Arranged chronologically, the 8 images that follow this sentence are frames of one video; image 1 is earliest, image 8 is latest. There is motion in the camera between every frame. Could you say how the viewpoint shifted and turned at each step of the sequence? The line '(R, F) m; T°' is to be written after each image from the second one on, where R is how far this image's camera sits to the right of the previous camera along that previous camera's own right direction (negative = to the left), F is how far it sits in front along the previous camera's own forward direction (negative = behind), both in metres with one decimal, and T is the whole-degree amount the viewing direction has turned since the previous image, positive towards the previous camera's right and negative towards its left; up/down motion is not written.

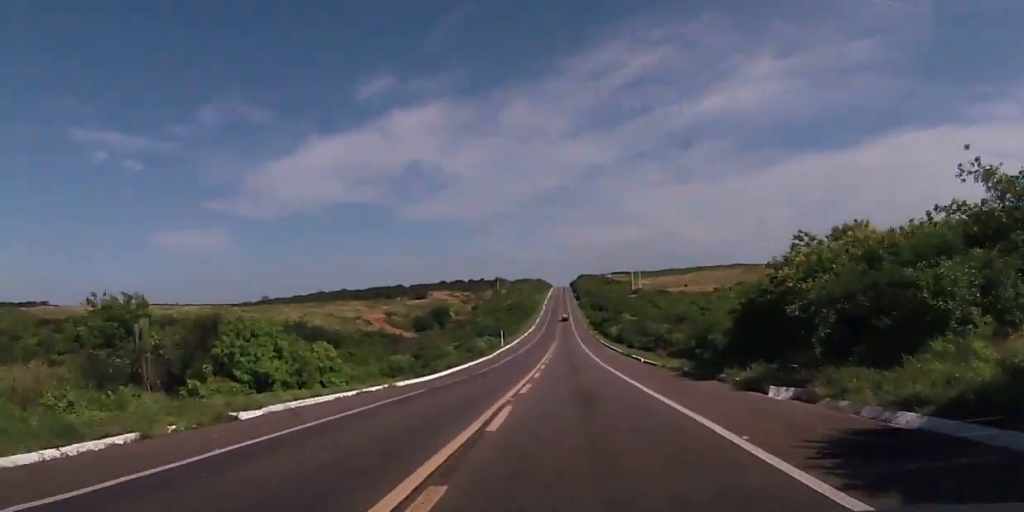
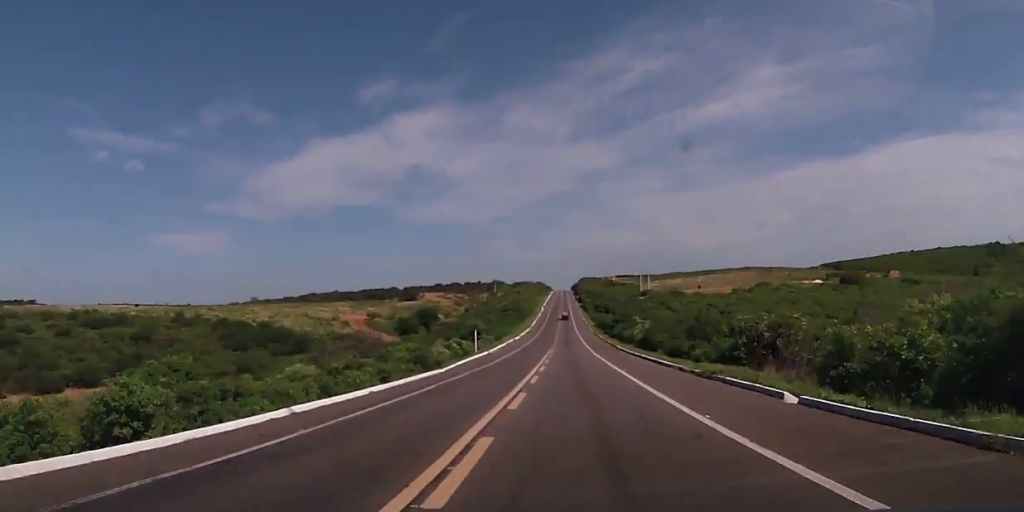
(+0.1, +29.1) m; 0°
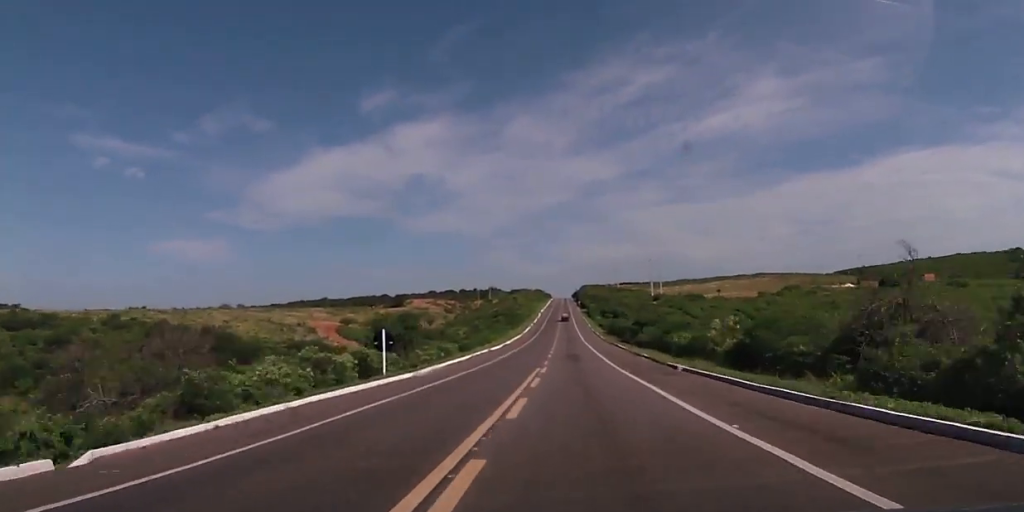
(+0.1, +34.6) m; 0°
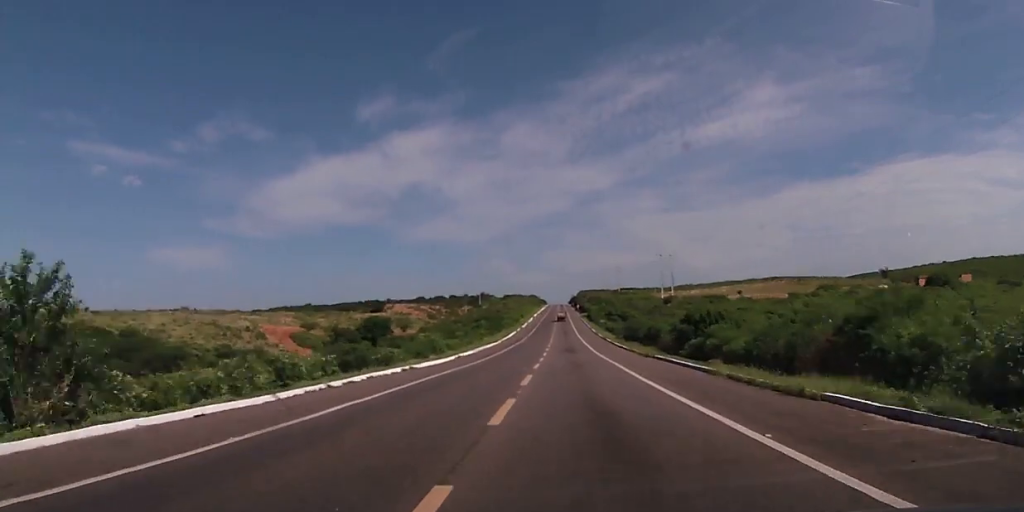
(-0.4, +34.6) m; 0°
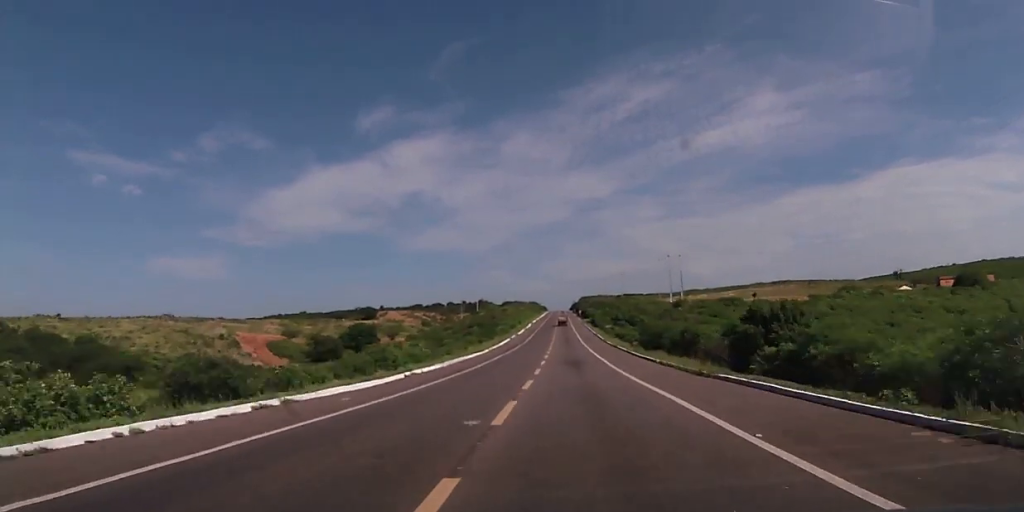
(-0.1, +16.1) m; 0°
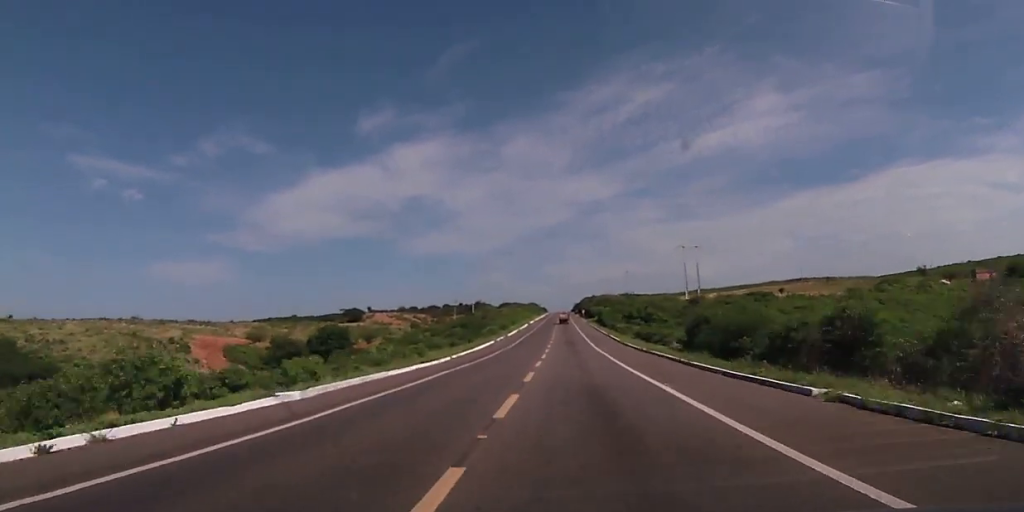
(+0.4, +24.5) m; +1°
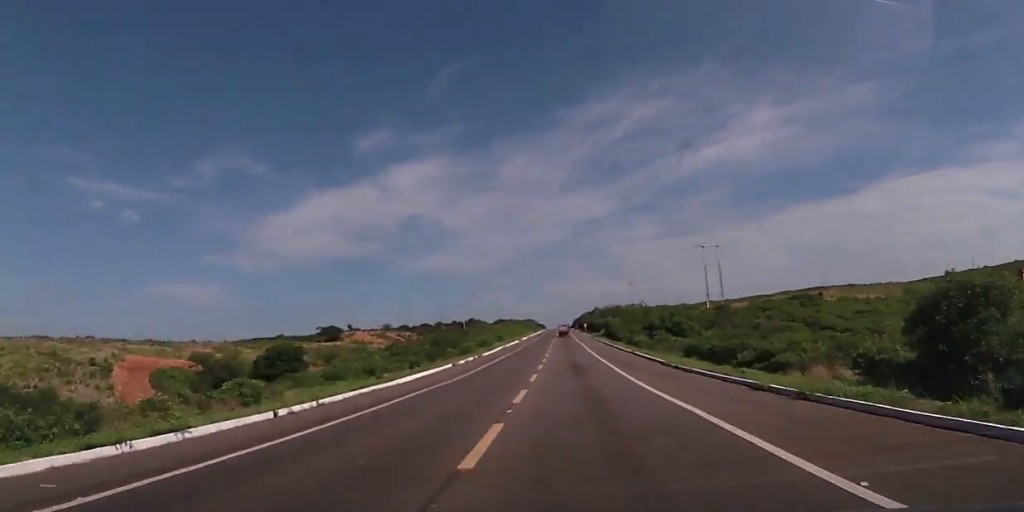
(0.0, +28.4) m; -1°
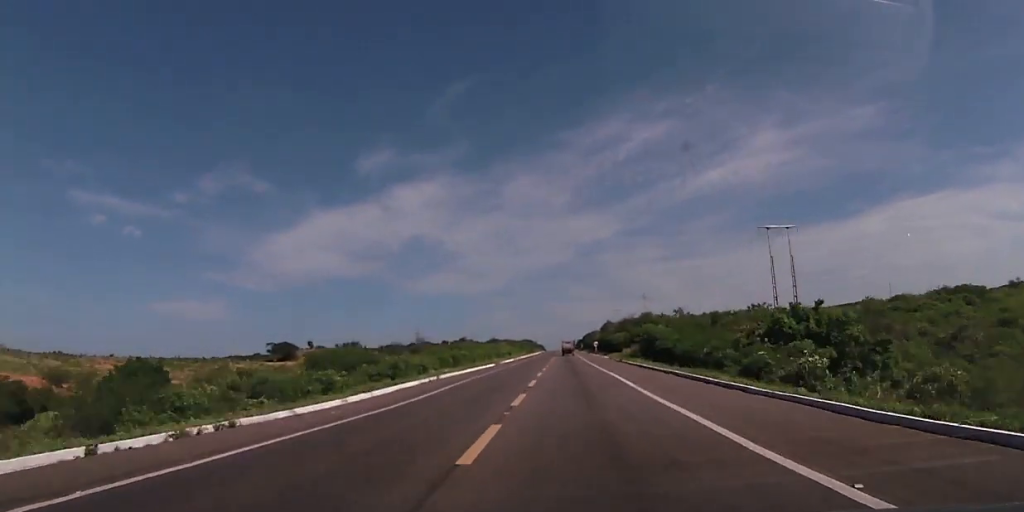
(-0.2, +48.8) m; +1°
